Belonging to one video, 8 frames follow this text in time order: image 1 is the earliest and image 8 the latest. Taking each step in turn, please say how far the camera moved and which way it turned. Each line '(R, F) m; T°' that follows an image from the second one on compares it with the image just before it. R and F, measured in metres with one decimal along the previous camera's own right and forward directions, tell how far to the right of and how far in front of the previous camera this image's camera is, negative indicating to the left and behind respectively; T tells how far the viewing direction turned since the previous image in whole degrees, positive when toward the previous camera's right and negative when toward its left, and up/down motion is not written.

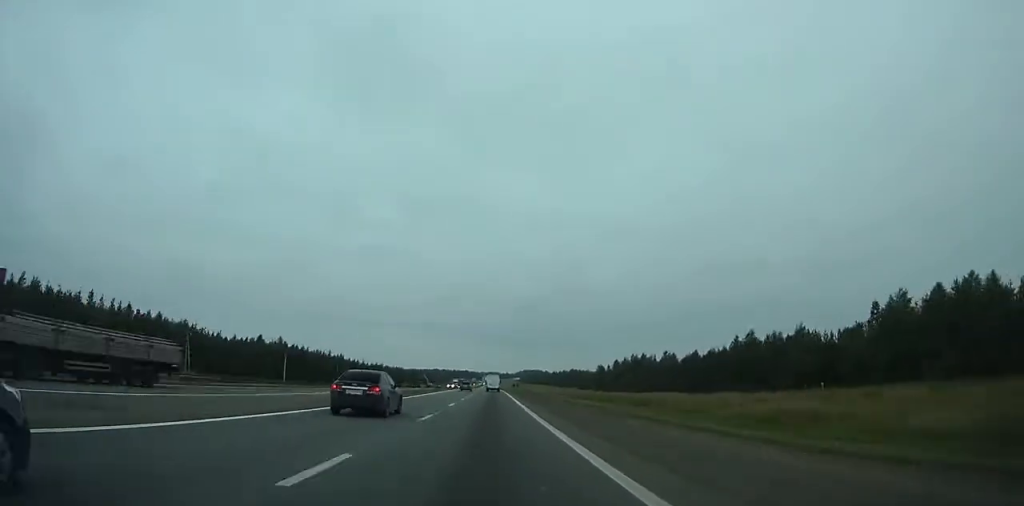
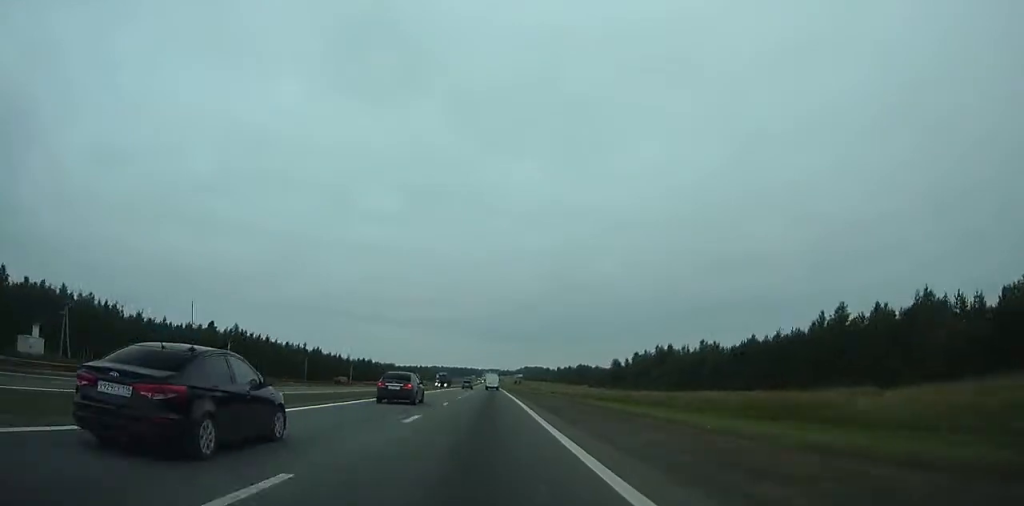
(+0.1, +39.2) m; 0°
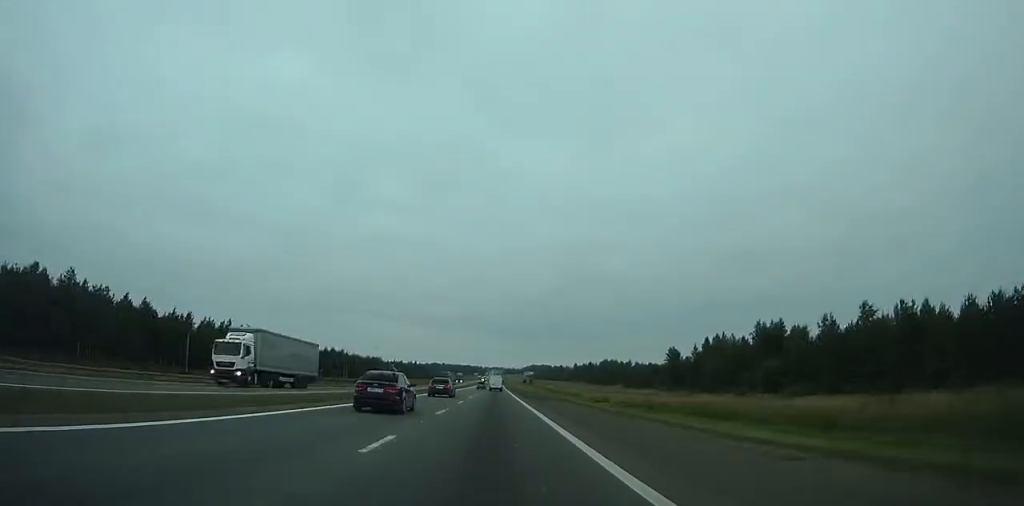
(-0.1, +79.2) m; 0°
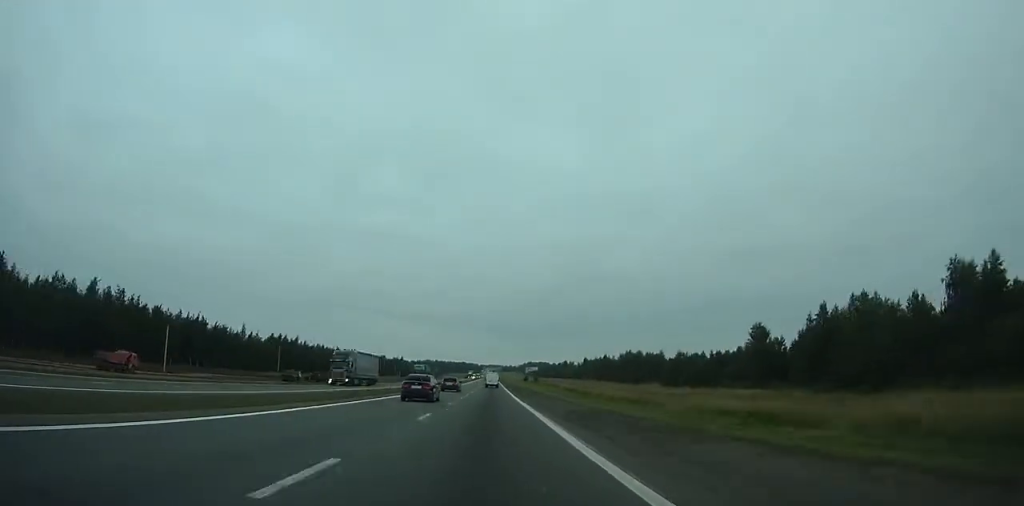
(-0.1, +63.8) m; 0°
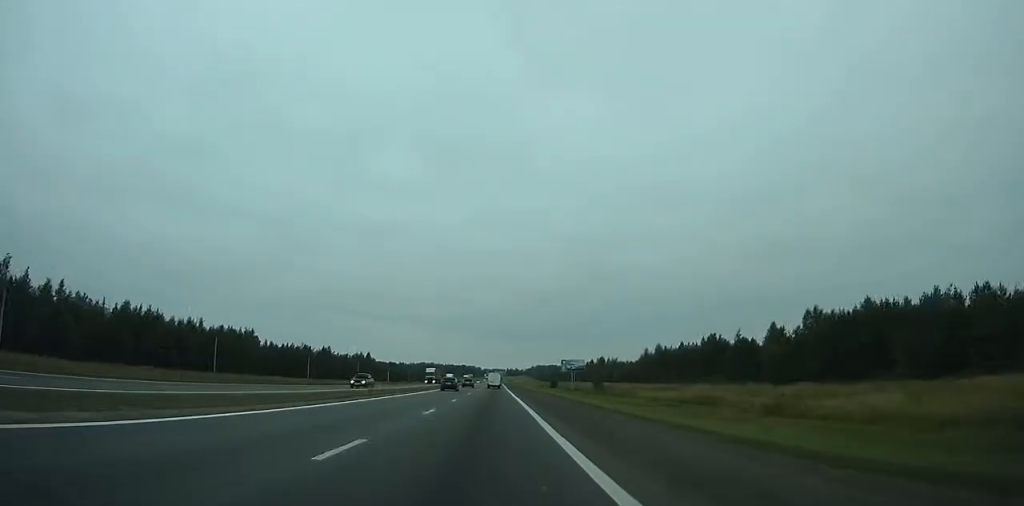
(+0.2, +151.0) m; 0°
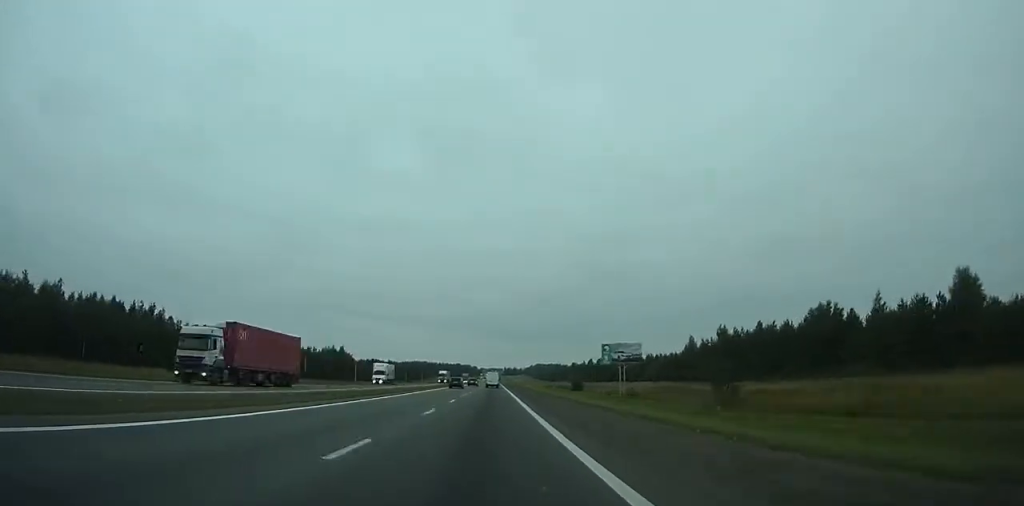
(0.0, +59.9) m; 0°
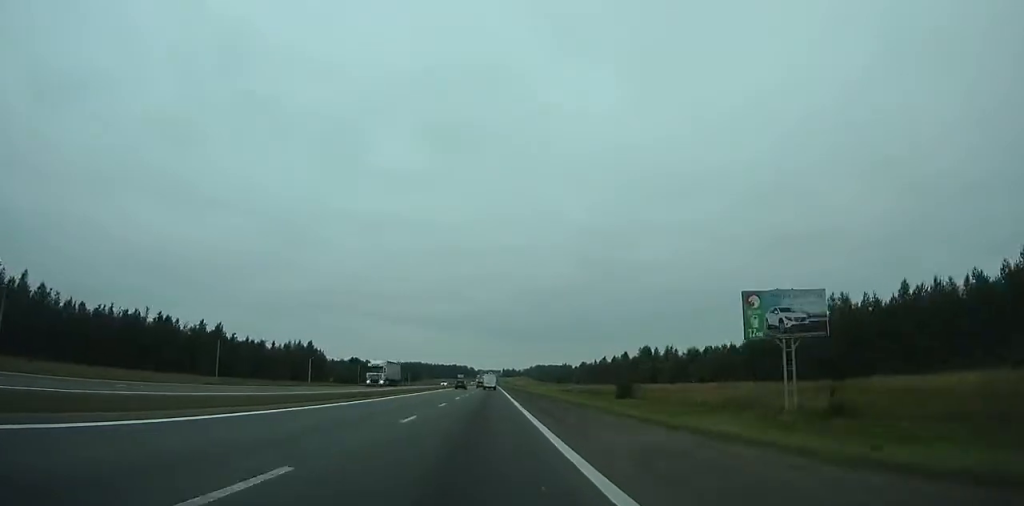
(0.0, +52.3) m; 0°
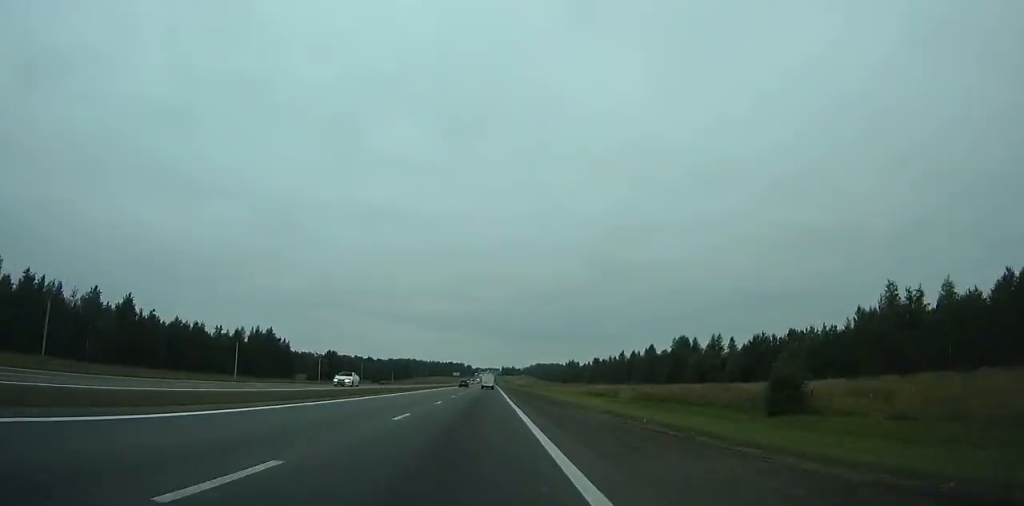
(0.0, +47.2) m; 0°
